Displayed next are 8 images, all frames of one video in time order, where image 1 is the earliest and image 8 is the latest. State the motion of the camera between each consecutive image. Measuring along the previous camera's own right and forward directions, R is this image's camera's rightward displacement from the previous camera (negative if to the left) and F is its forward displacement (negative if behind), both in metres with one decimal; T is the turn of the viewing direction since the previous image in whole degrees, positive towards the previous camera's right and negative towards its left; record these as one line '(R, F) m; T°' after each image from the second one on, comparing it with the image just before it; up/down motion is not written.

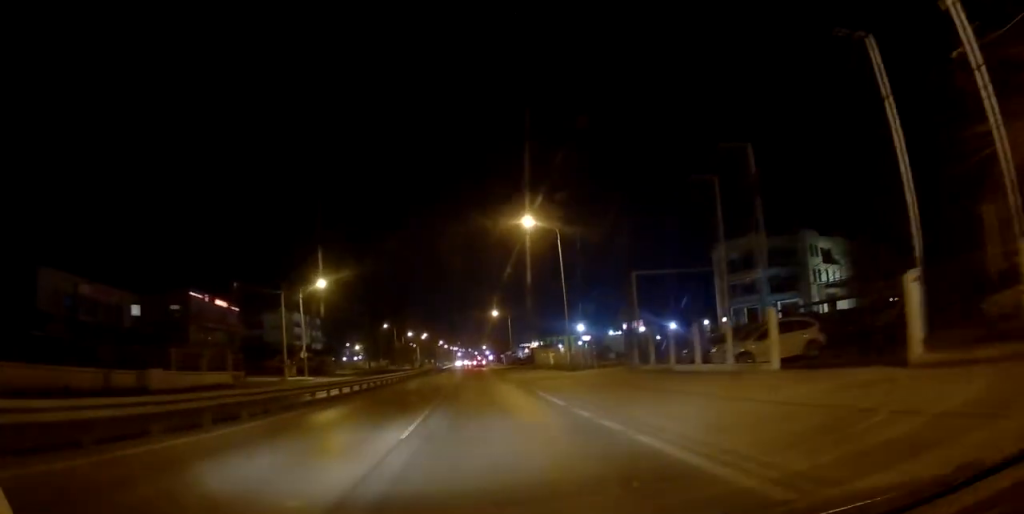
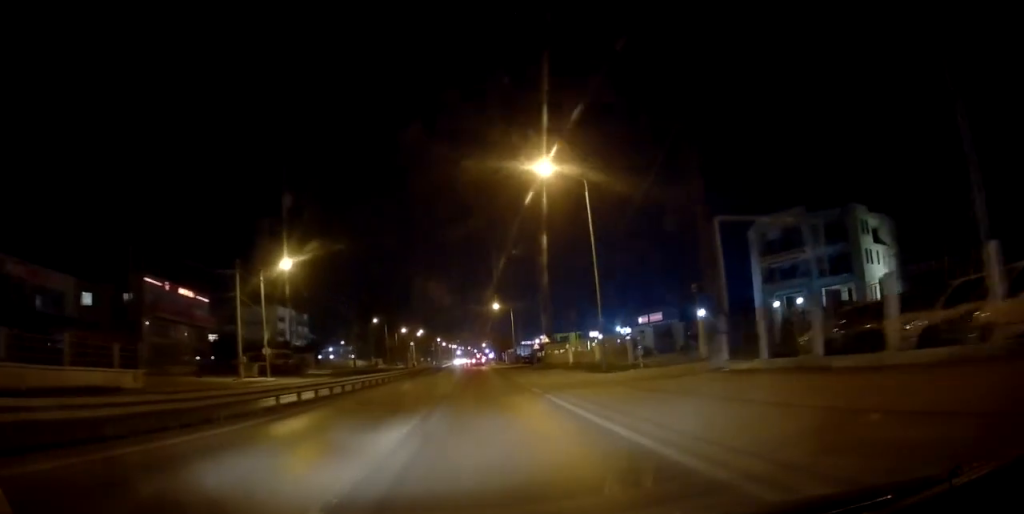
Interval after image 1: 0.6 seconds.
(0.0, +11.2) m; 0°
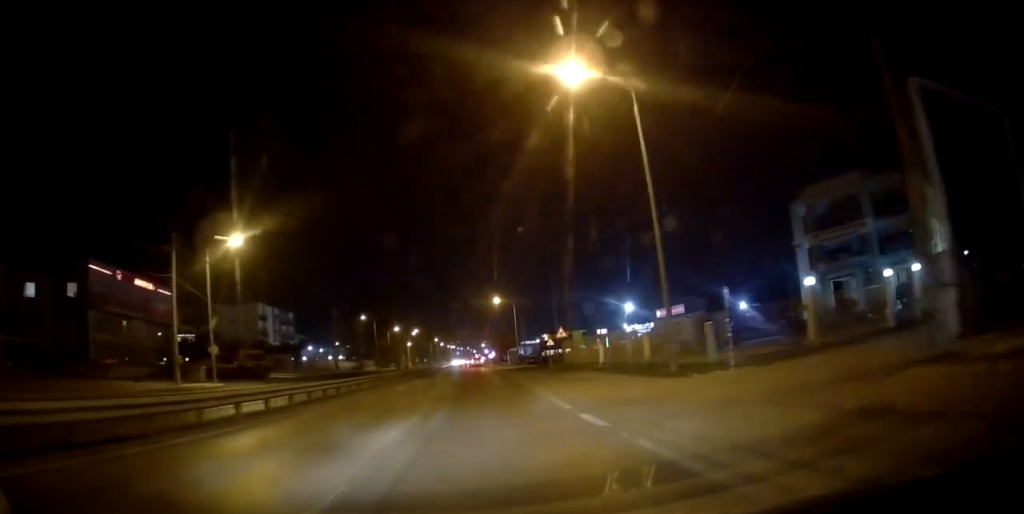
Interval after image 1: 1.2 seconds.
(0.0, +10.8) m; 0°
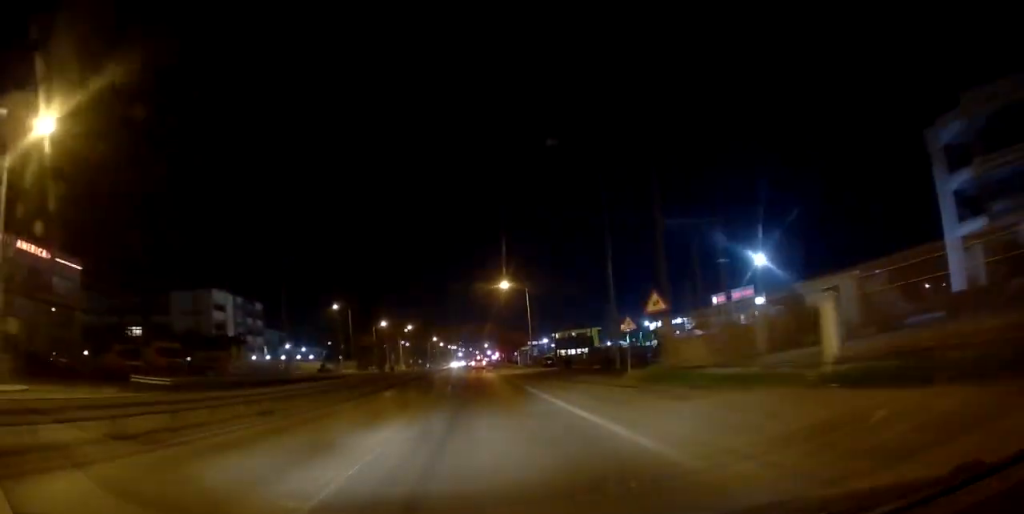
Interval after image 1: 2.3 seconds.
(0.0, +20.6) m; 0°
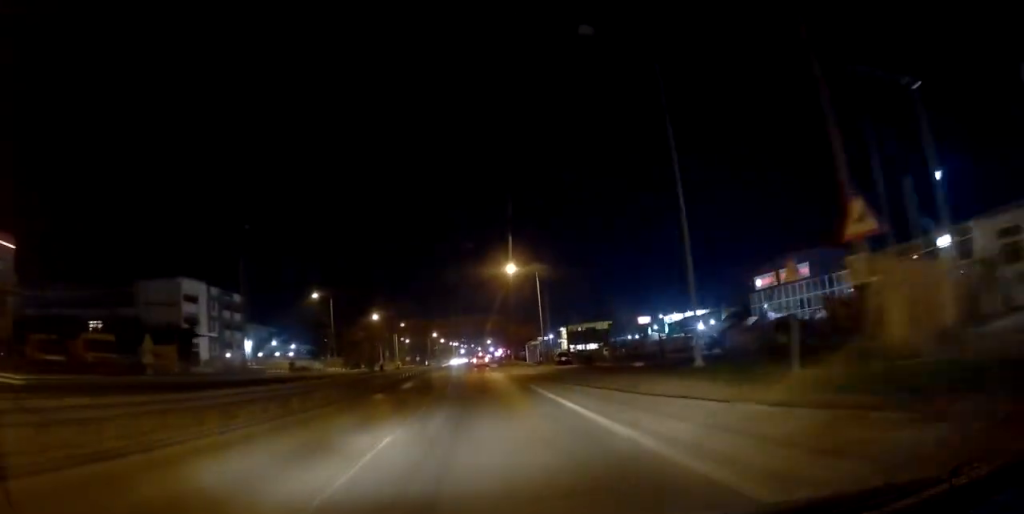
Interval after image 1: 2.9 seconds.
(0.0, +10.7) m; -1°
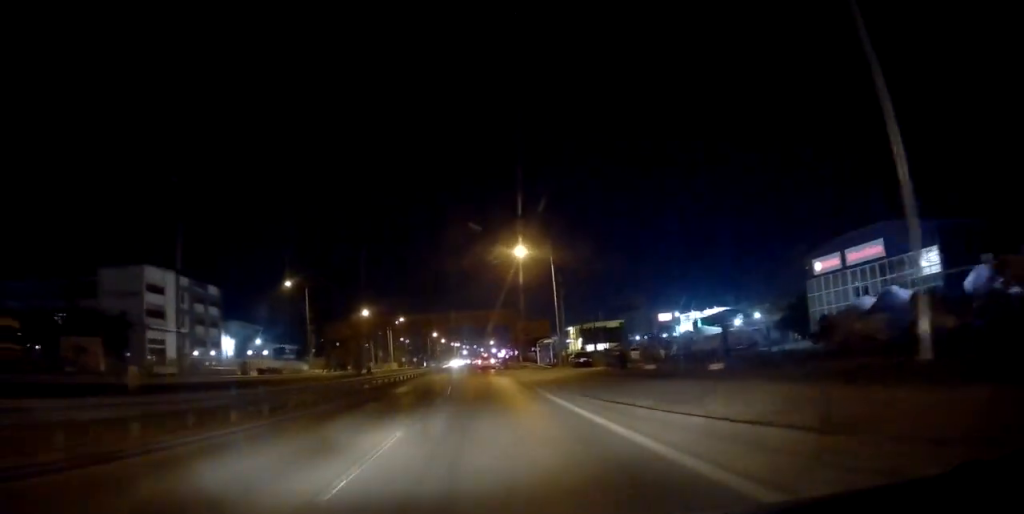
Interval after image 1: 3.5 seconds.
(0.0, +10.6) m; 0°
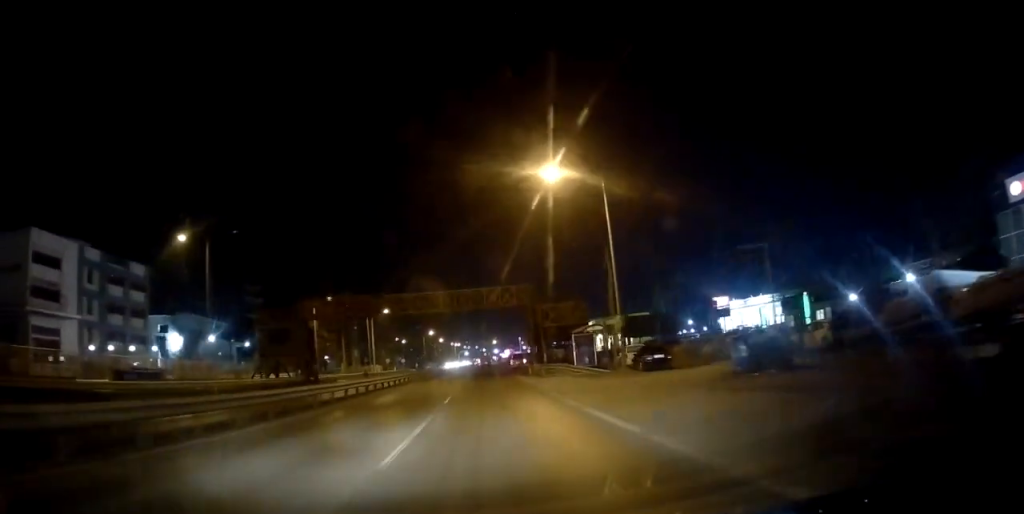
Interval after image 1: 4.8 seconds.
(-0.1, +22.1) m; +1°
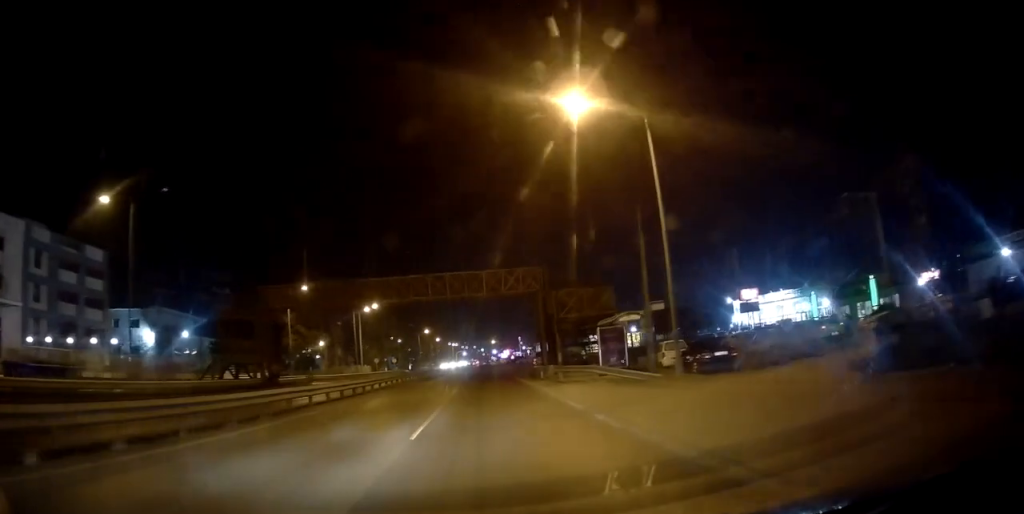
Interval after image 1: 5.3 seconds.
(+0.1, +8.7) m; +1°
